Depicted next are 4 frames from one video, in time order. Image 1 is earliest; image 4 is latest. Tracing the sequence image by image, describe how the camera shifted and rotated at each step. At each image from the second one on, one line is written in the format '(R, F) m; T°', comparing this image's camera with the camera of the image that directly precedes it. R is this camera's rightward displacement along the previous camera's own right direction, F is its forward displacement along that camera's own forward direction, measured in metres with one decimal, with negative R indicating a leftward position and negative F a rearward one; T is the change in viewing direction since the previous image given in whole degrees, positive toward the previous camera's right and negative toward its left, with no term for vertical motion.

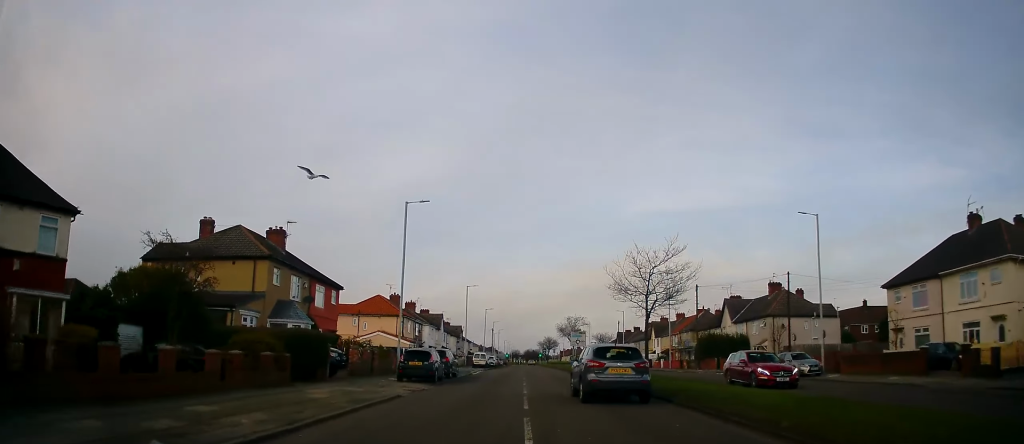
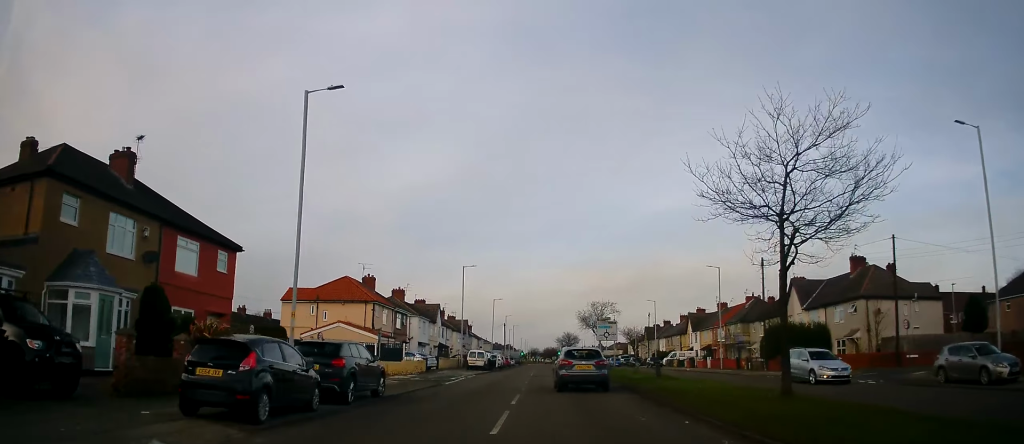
(-0.4, +16.2) m; -3°
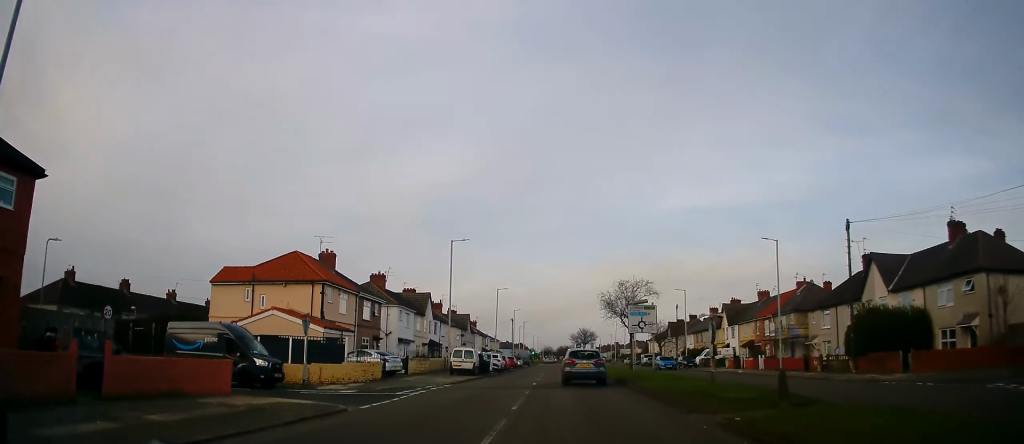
(-0.1, +13.3) m; -1°
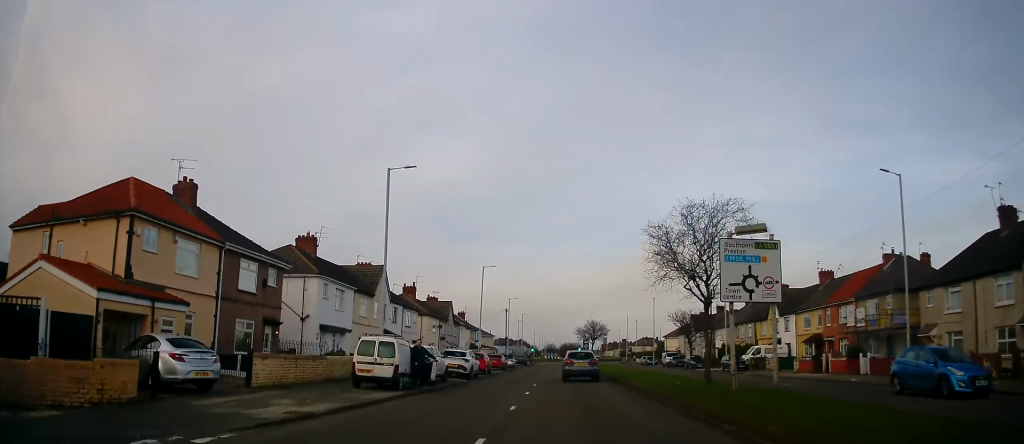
(-0.5, +18.4) m; -1°
